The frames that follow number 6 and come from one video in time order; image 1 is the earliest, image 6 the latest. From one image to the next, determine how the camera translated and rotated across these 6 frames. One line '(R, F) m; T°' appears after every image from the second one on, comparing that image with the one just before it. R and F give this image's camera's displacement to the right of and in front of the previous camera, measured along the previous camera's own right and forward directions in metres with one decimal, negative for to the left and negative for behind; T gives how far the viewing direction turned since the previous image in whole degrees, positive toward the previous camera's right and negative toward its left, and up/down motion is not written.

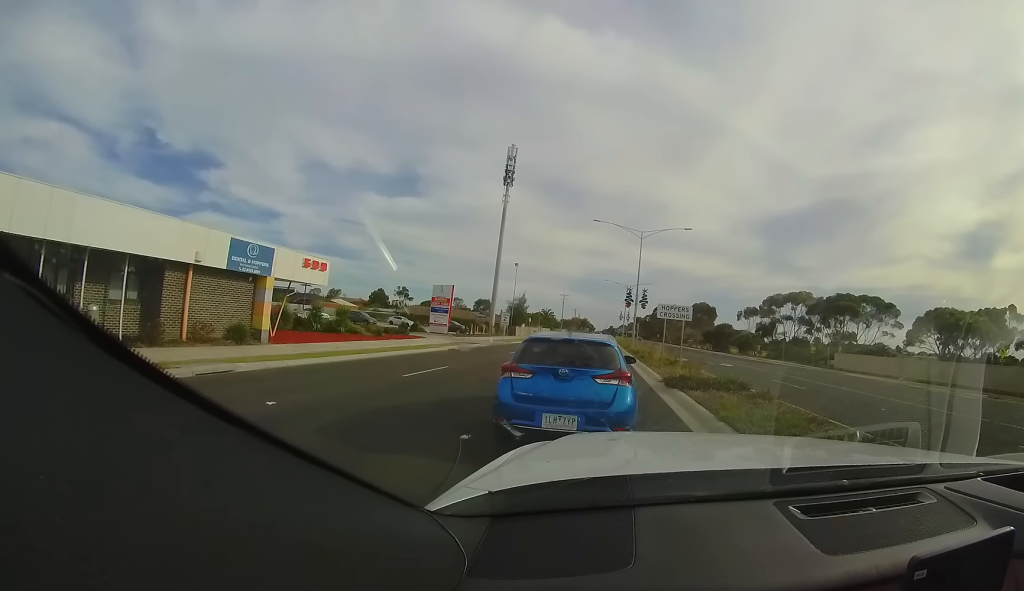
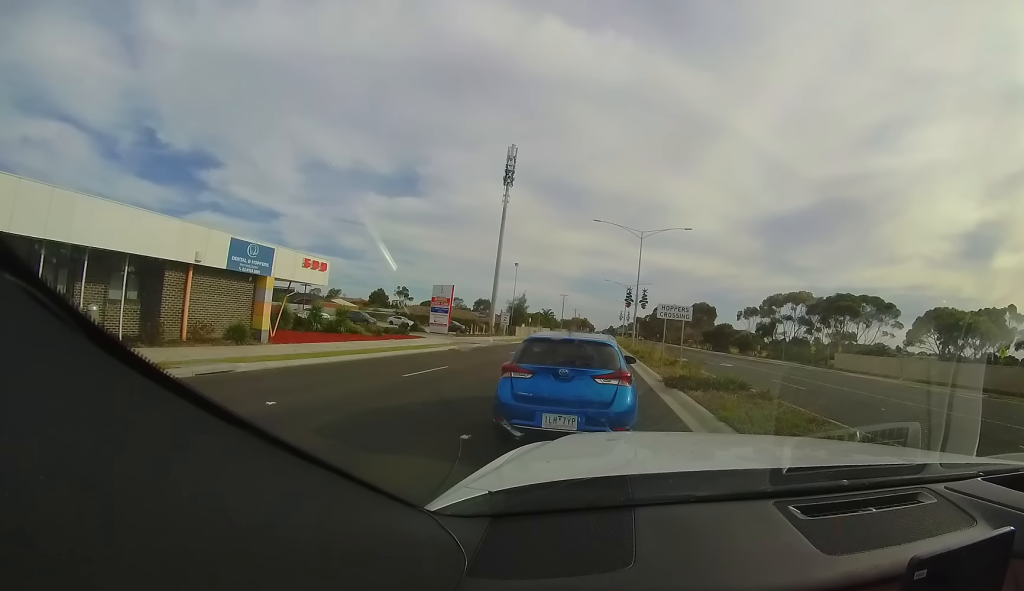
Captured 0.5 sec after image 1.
(0.0, 0.0) m; 0°
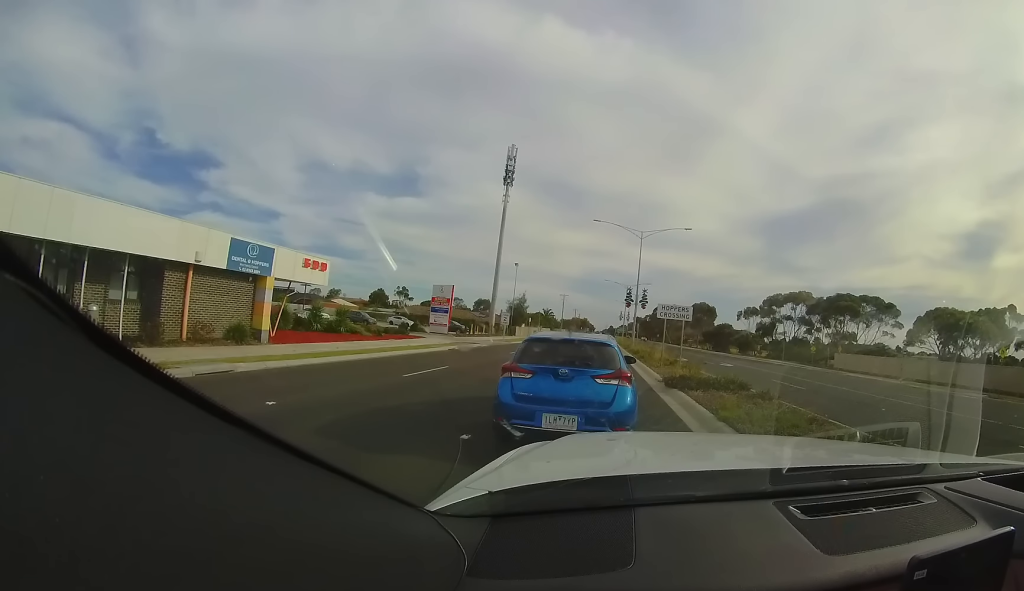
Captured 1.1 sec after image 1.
(0.0, 0.0) m; 0°
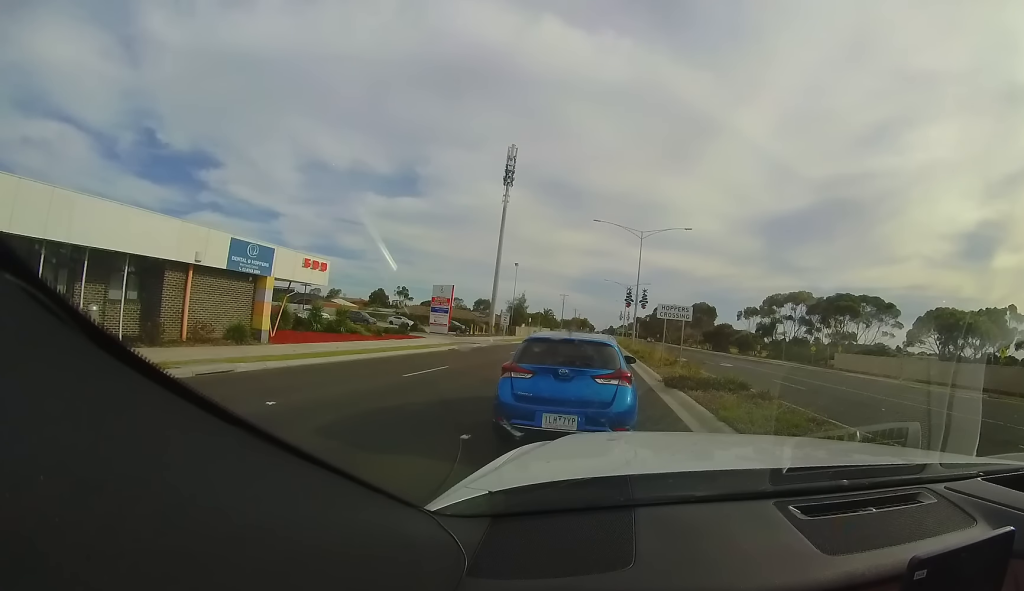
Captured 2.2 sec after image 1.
(0.0, 0.0) m; 0°
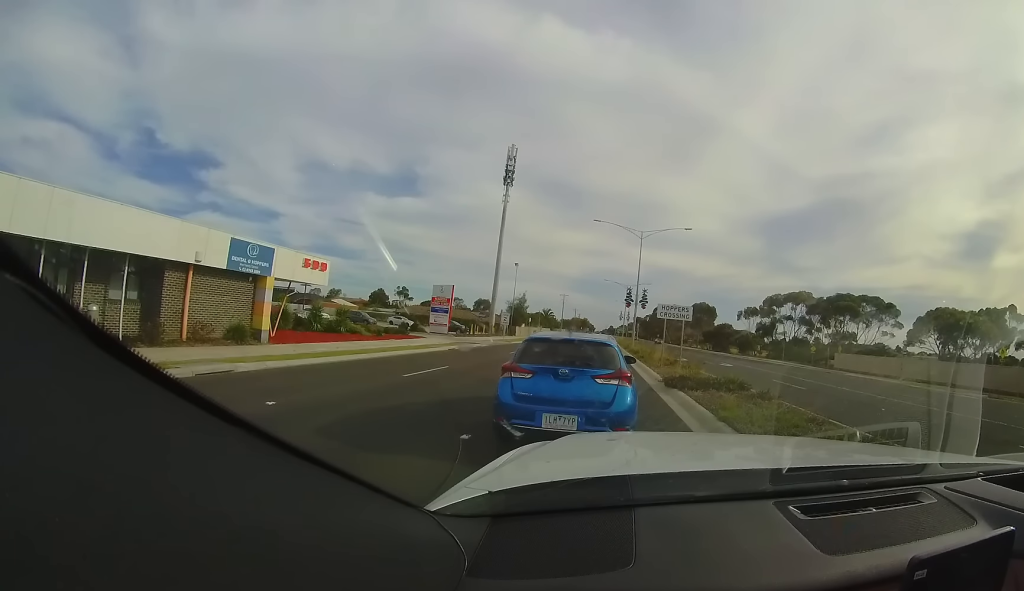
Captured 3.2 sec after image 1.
(0.0, 0.0) m; 0°
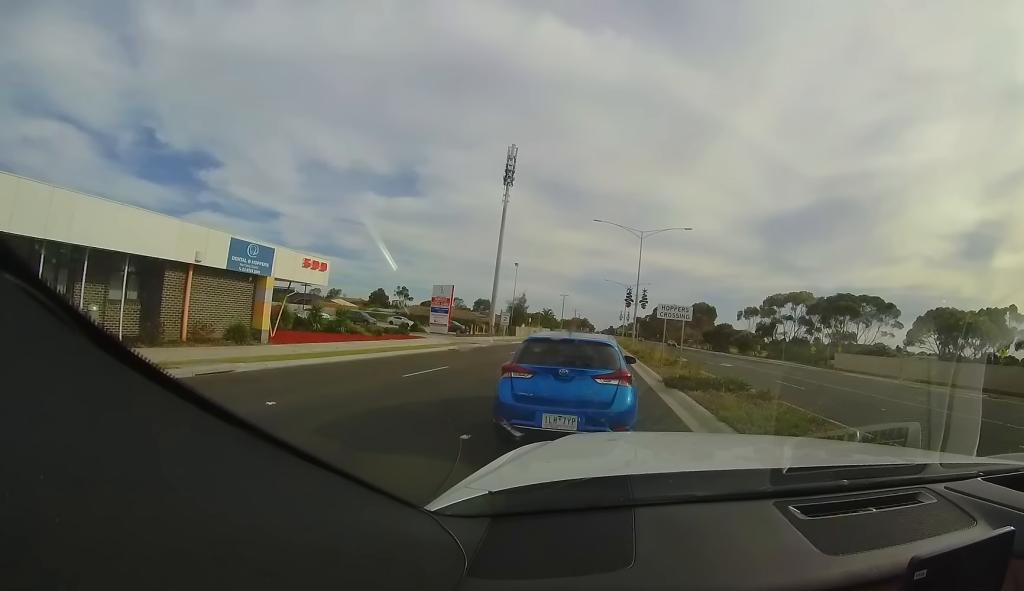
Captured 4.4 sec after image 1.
(0.0, 0.0) m; 0°
